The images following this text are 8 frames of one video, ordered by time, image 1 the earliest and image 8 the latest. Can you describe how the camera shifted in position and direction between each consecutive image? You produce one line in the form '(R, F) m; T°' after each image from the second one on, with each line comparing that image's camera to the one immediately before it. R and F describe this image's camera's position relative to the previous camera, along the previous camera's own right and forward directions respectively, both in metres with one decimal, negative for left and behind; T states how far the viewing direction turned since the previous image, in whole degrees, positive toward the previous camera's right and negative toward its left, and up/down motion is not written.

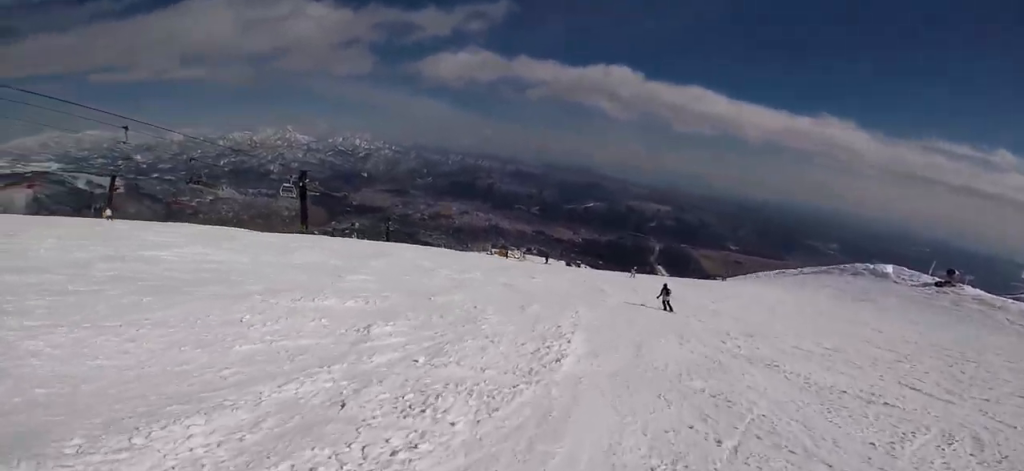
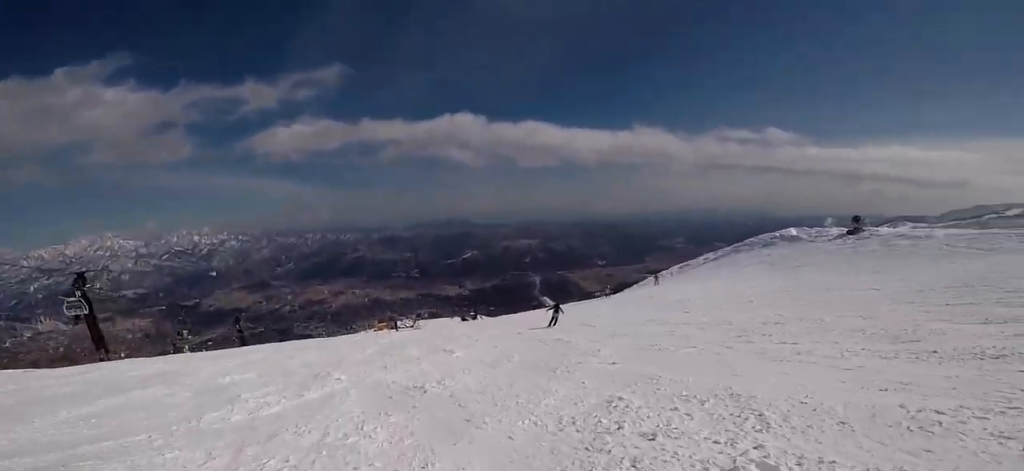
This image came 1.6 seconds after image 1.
(-0.6, +10.4) m; +9°
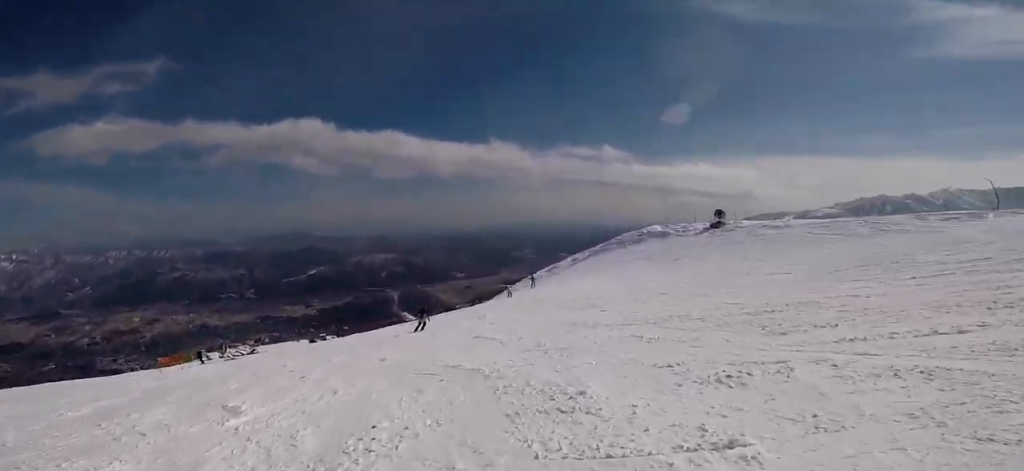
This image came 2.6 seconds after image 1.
(+0.7, +6.6) m; +14°
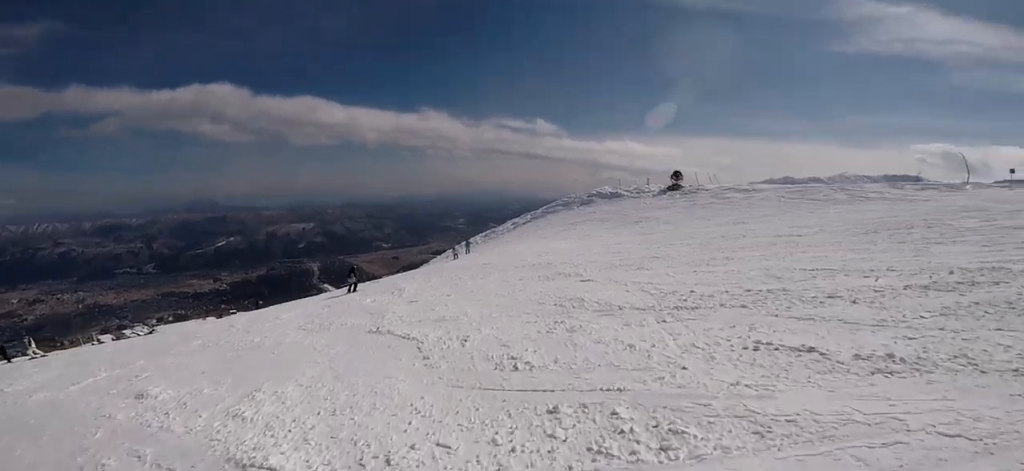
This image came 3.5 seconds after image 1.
(+0.9, +6.4) m; +14°
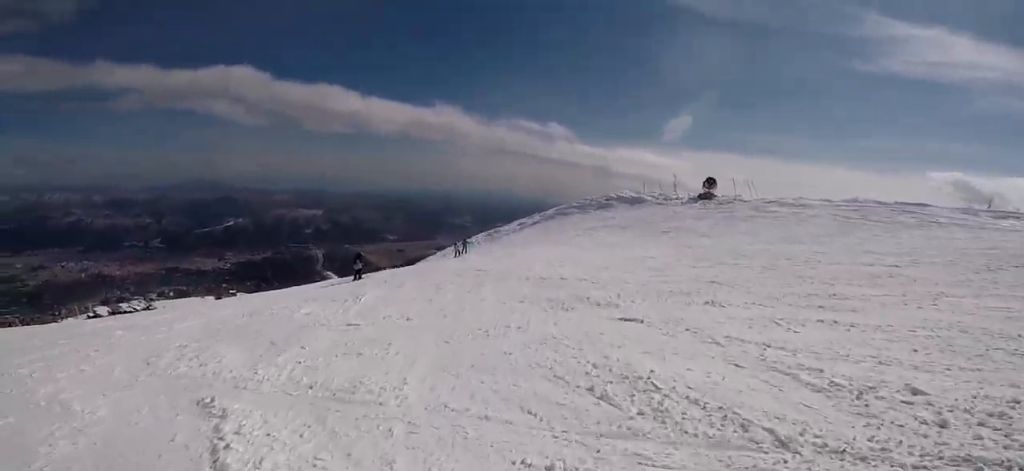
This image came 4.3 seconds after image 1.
(+0.6, +5.3) m; -6°
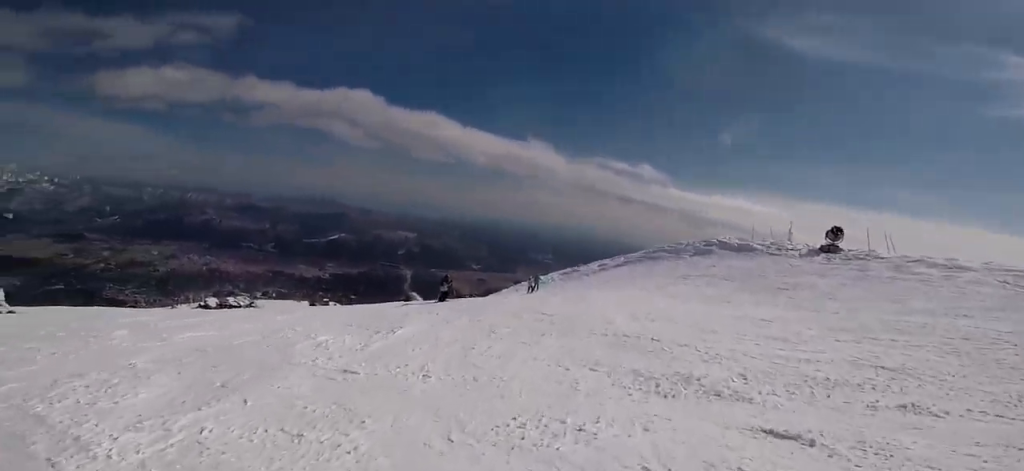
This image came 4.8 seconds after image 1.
(+1.0, +3.2) m; -11°
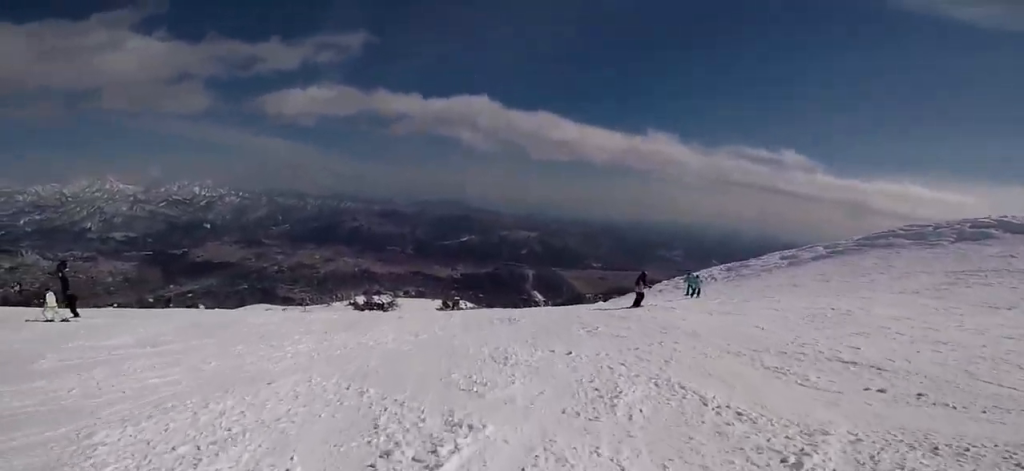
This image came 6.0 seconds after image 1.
(-3.6, +6.8) m; -16°
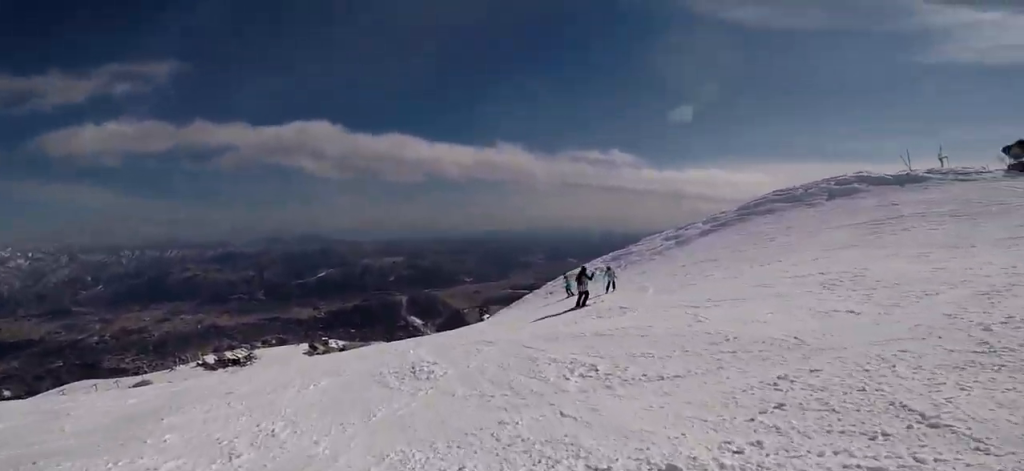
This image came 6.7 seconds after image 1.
(+0.1, +4.0) m; +19°
